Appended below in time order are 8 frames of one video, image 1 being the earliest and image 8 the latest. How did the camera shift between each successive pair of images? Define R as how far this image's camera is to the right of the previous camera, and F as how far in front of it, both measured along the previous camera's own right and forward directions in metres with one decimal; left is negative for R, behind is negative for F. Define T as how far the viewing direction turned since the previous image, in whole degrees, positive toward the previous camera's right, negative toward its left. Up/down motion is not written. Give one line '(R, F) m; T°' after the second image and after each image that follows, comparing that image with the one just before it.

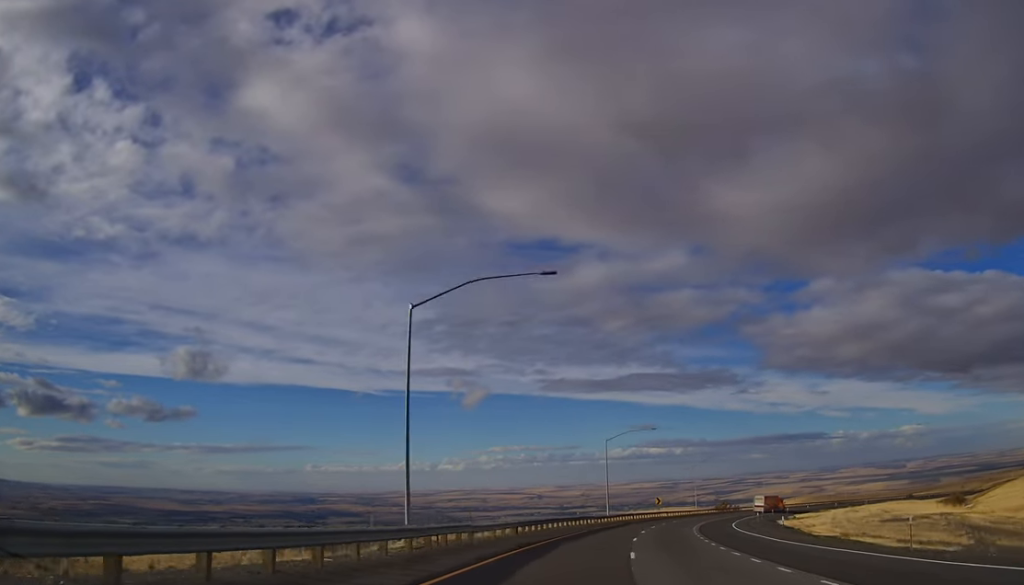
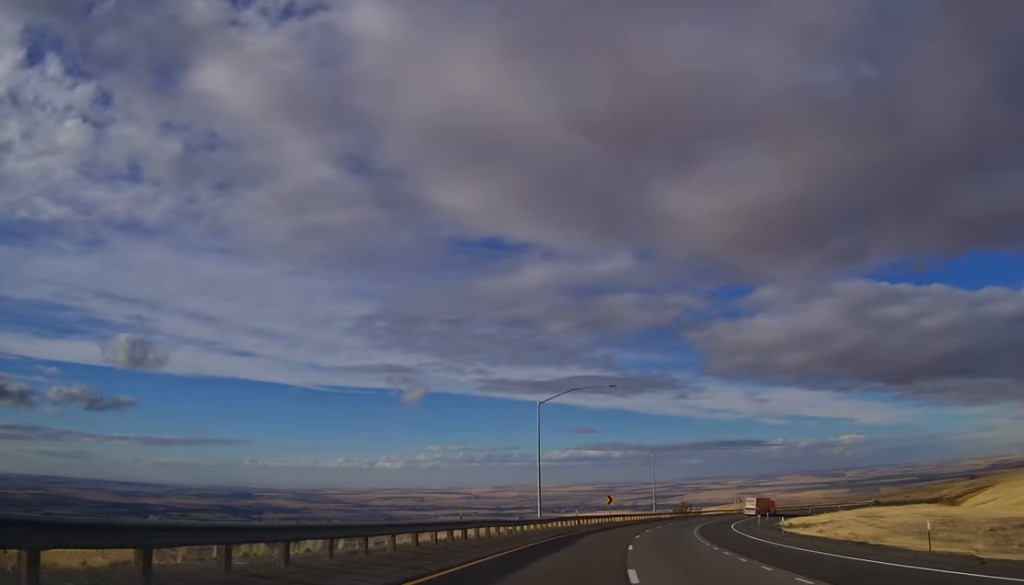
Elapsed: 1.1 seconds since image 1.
(+2.7, +32.9) m; +5°
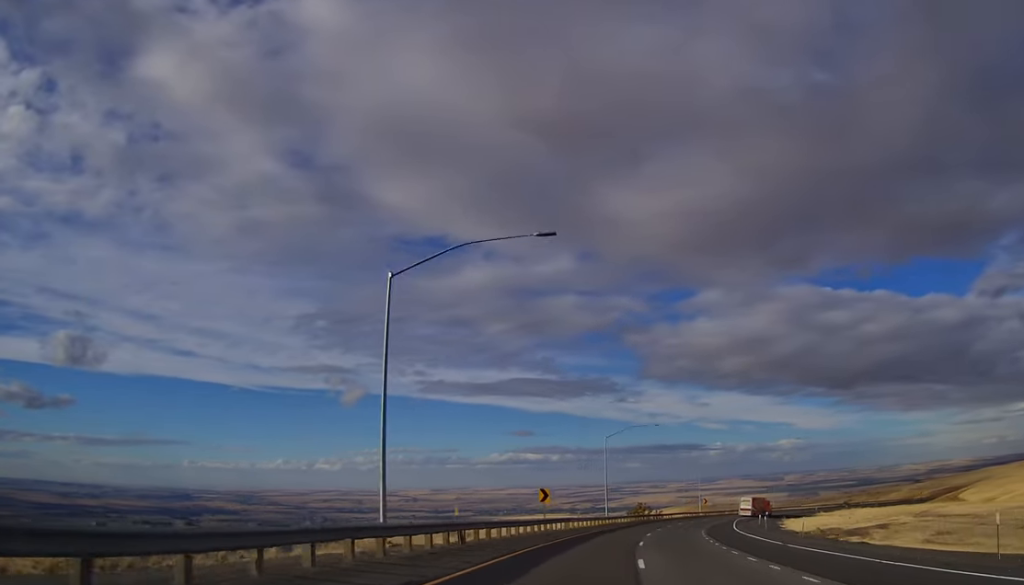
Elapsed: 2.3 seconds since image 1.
(+0.2, +33.8) m; +3°
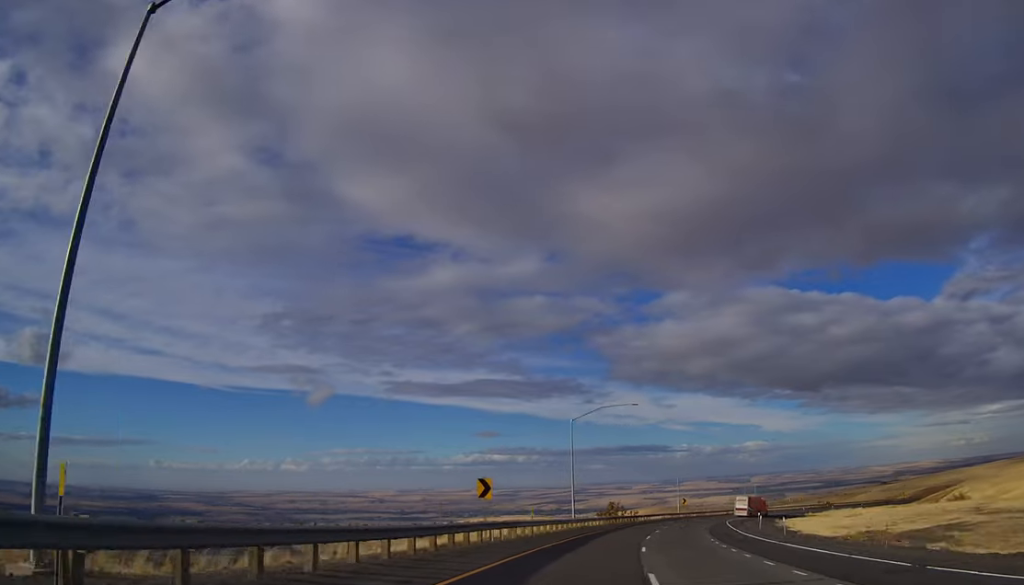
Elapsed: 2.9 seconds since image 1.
(+0.4, +17.3) m; +3°
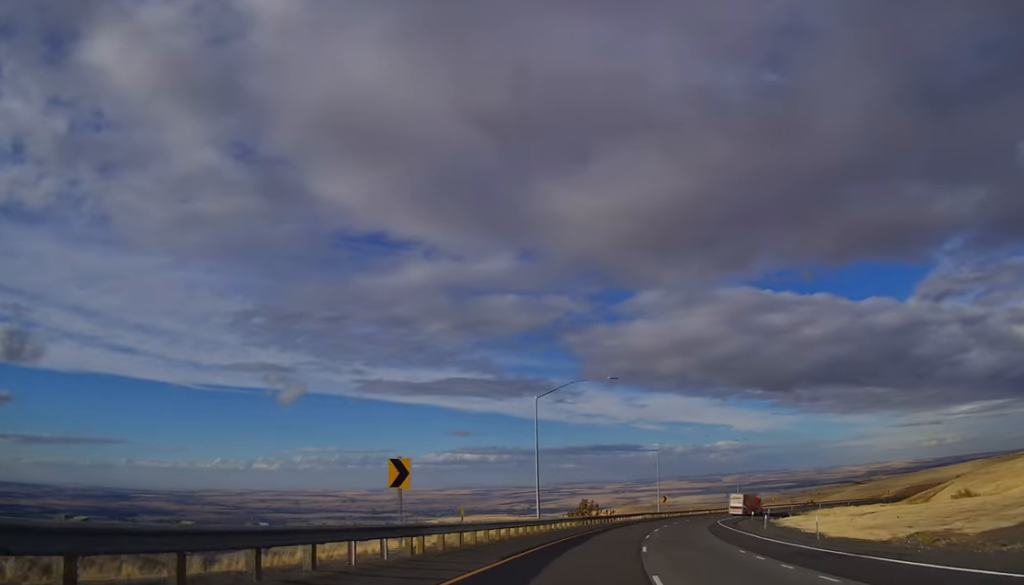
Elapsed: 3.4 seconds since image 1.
(+0.5, +13.4) m; +2°
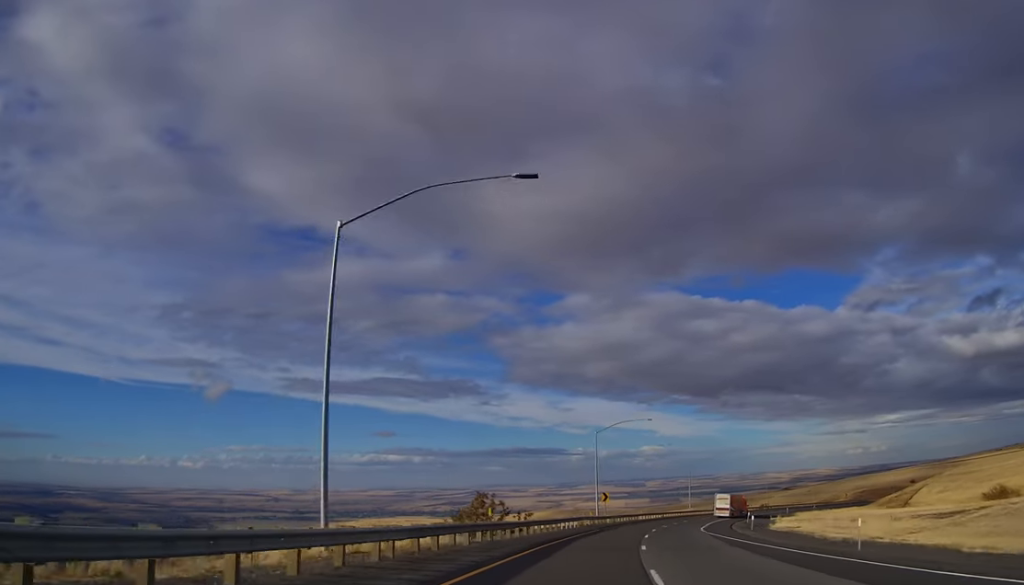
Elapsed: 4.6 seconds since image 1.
(+1.5, +35.7) m; +5°
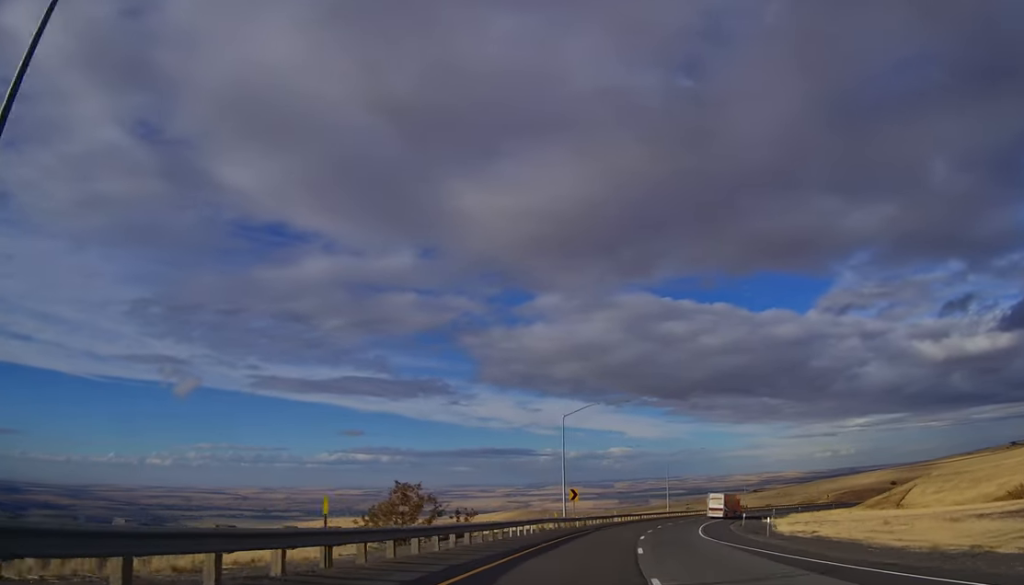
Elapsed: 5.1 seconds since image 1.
(-0.2, +14.6) m; +2°
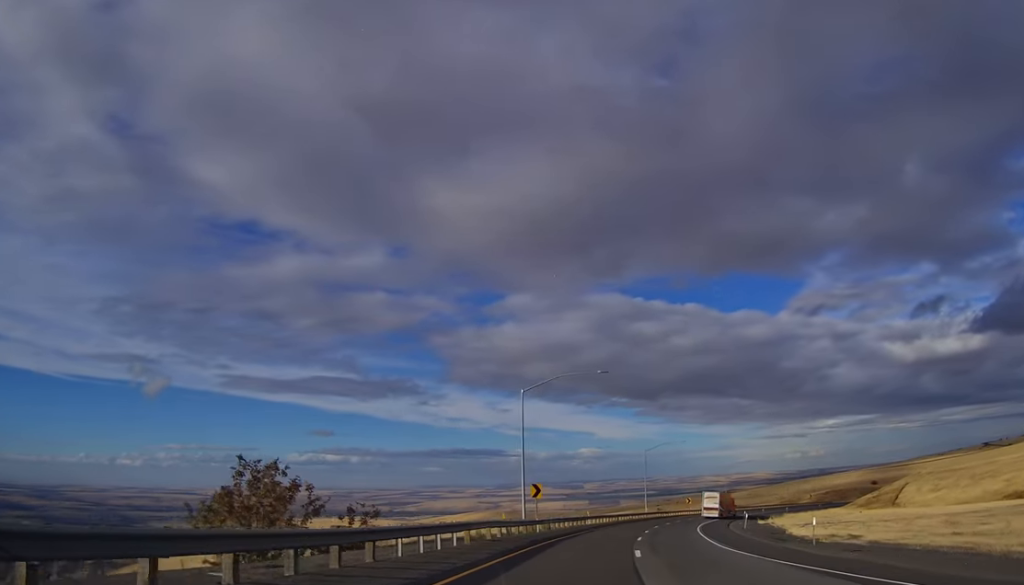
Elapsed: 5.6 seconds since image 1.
(+0.8, +14.8) m; +3°
